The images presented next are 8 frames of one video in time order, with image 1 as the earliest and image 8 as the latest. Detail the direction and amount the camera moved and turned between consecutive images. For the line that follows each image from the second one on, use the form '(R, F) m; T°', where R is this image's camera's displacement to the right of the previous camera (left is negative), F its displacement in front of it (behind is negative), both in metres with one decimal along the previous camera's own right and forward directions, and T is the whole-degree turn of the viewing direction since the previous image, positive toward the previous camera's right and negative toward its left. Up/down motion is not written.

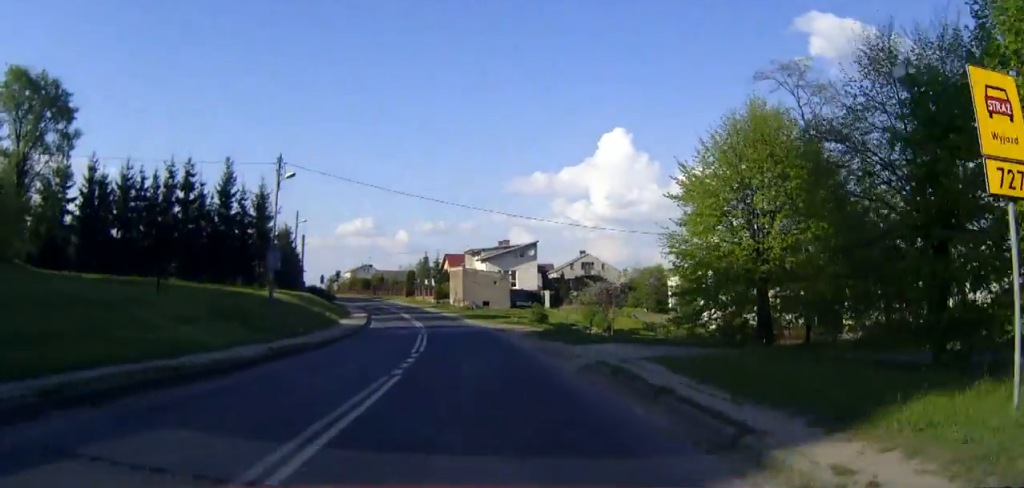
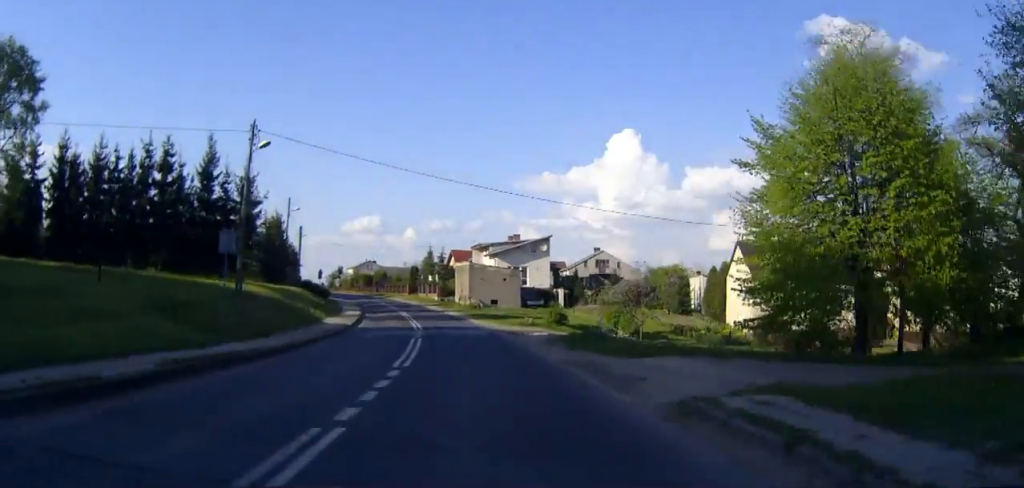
(0.0, +6.6) m; -1°
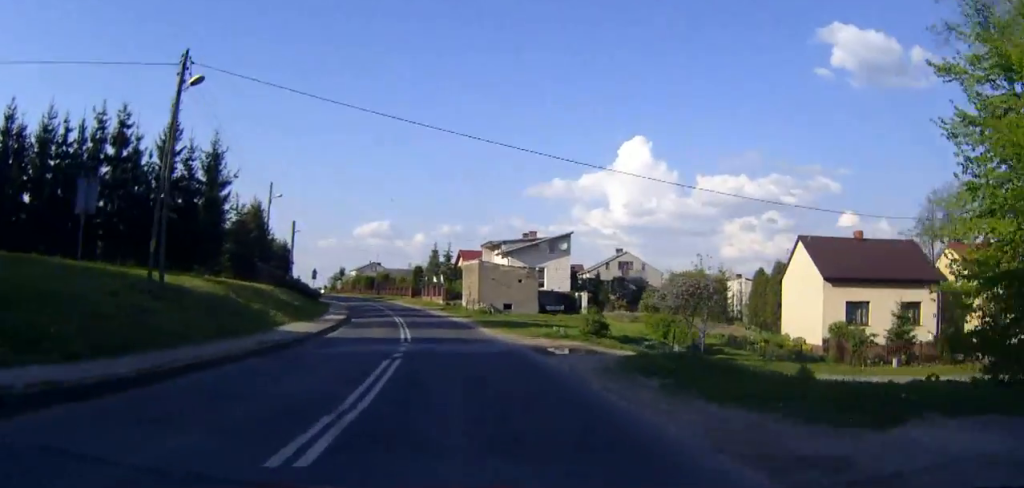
(0.0, +9.9) m; -1°
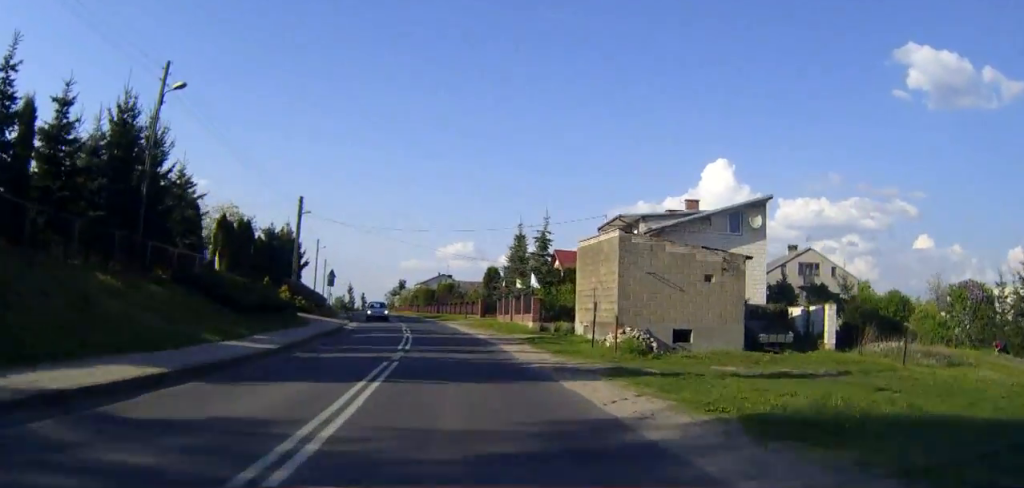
(-1.6, +34.7) m; -5°
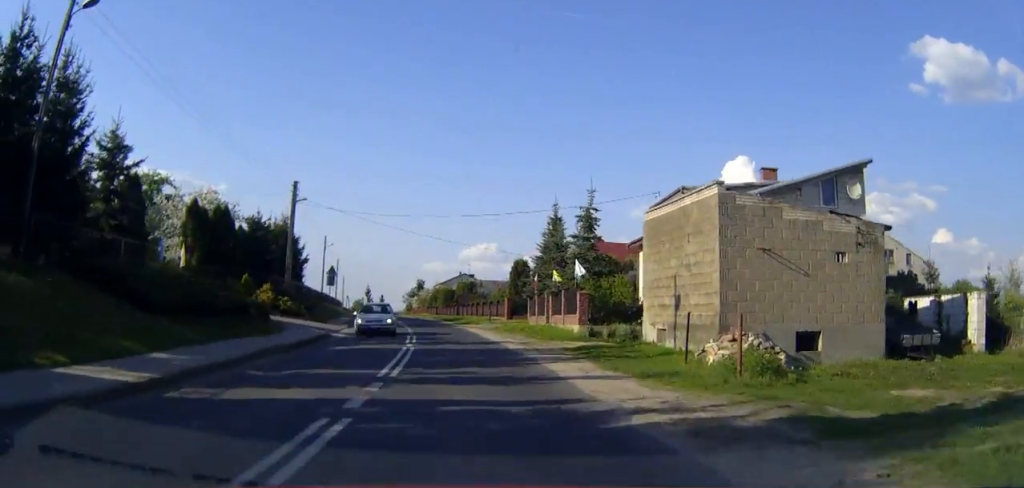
(-0.1, +9.3) m; -2°
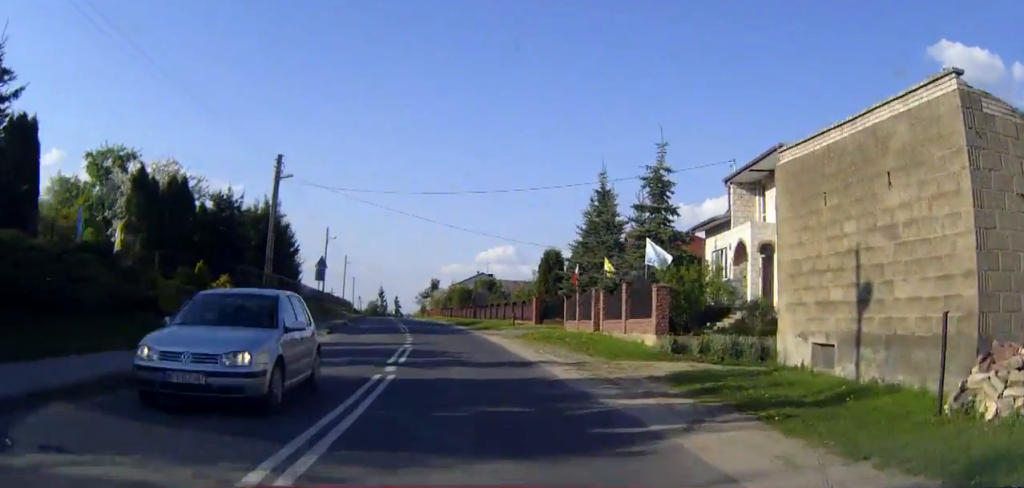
(-0.2, +9.8) m; -2°
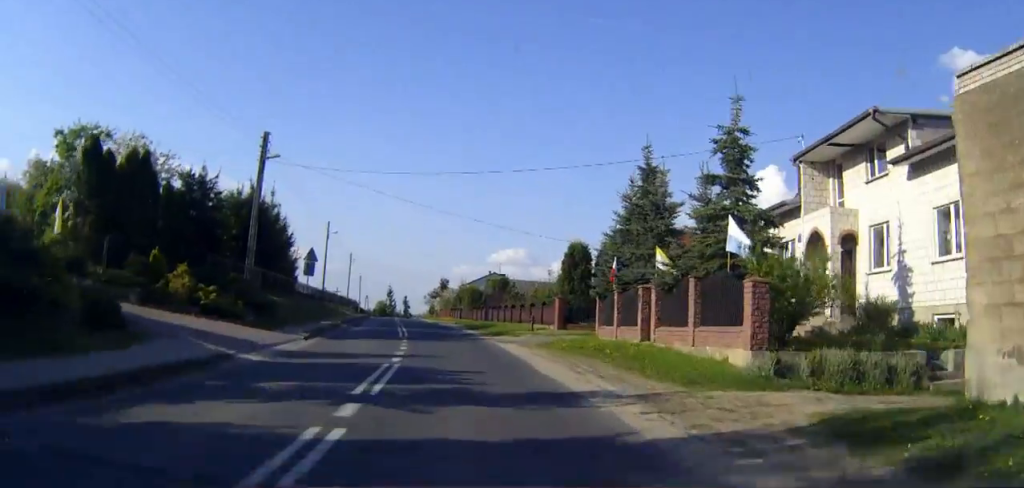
(-0.1, +6.0) m; -1°
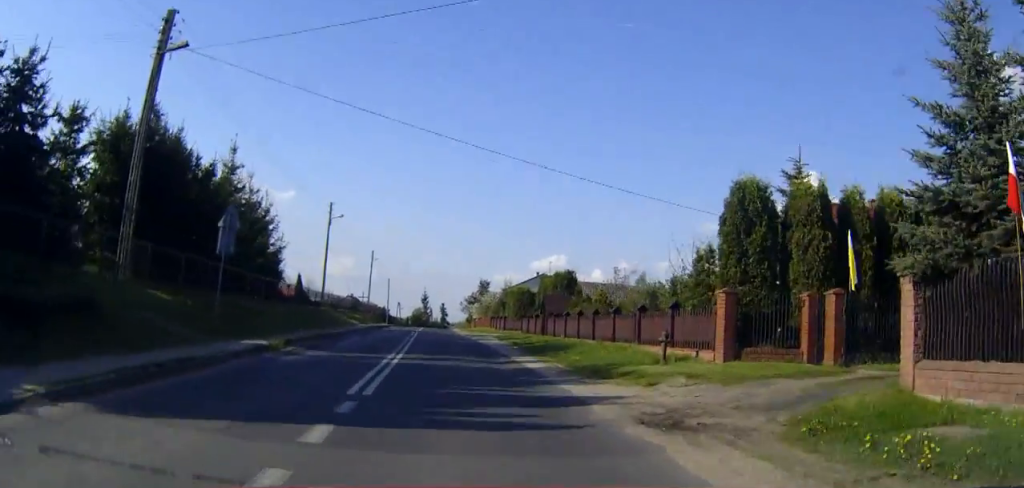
(-0.4, +18.9) m; -3°
